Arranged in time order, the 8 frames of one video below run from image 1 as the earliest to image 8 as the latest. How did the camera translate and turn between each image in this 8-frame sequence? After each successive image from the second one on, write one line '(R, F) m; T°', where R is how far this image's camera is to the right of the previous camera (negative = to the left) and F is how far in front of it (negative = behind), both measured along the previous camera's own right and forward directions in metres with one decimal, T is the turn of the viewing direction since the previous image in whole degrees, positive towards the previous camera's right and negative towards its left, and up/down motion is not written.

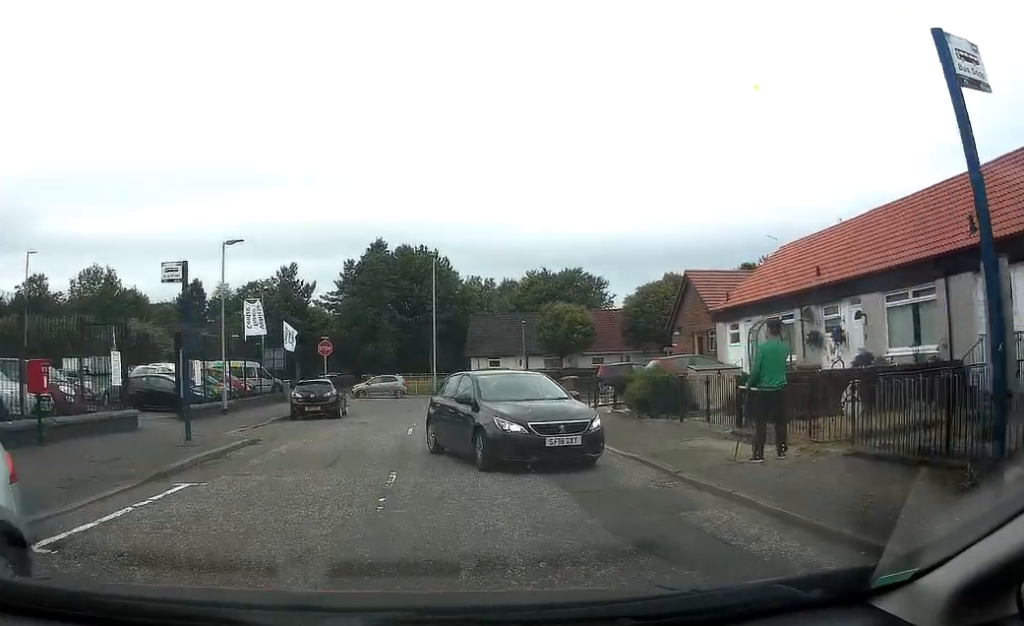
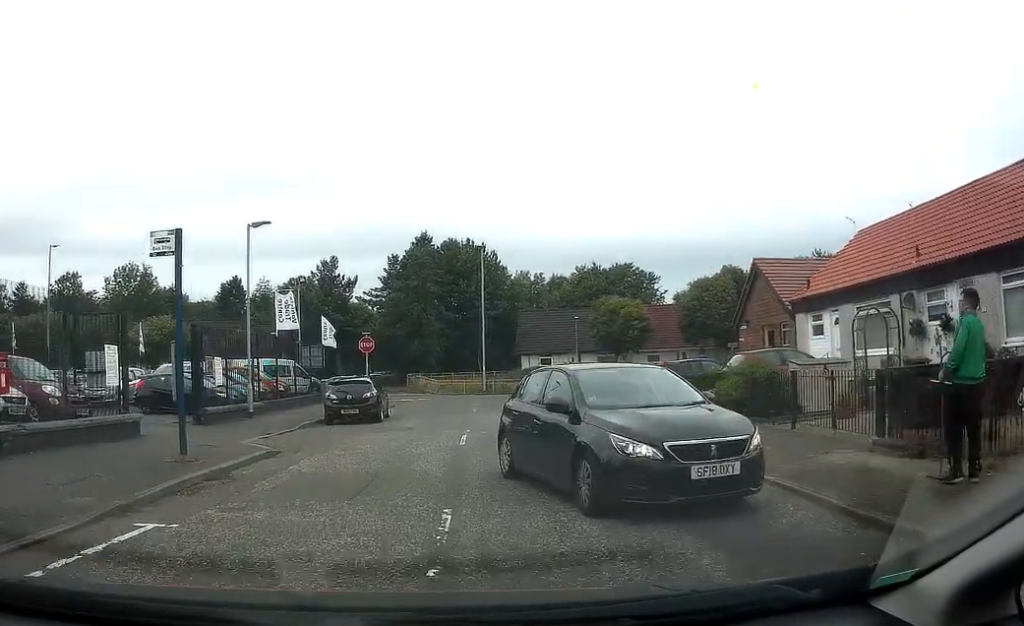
(-0.1, +3.0) m; -2°
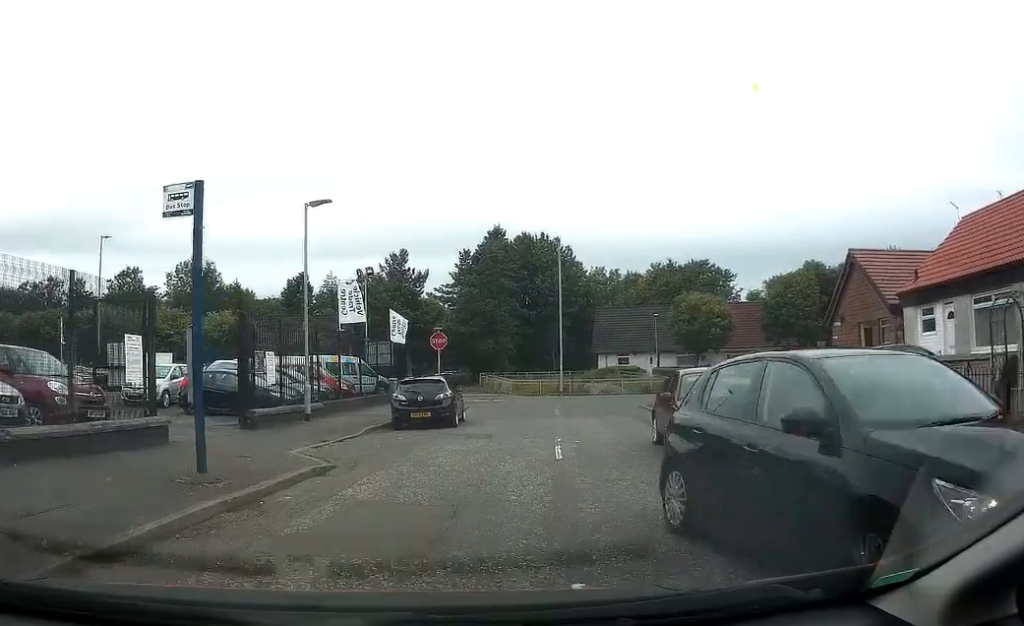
(+0.1, +2.5) m; -1°
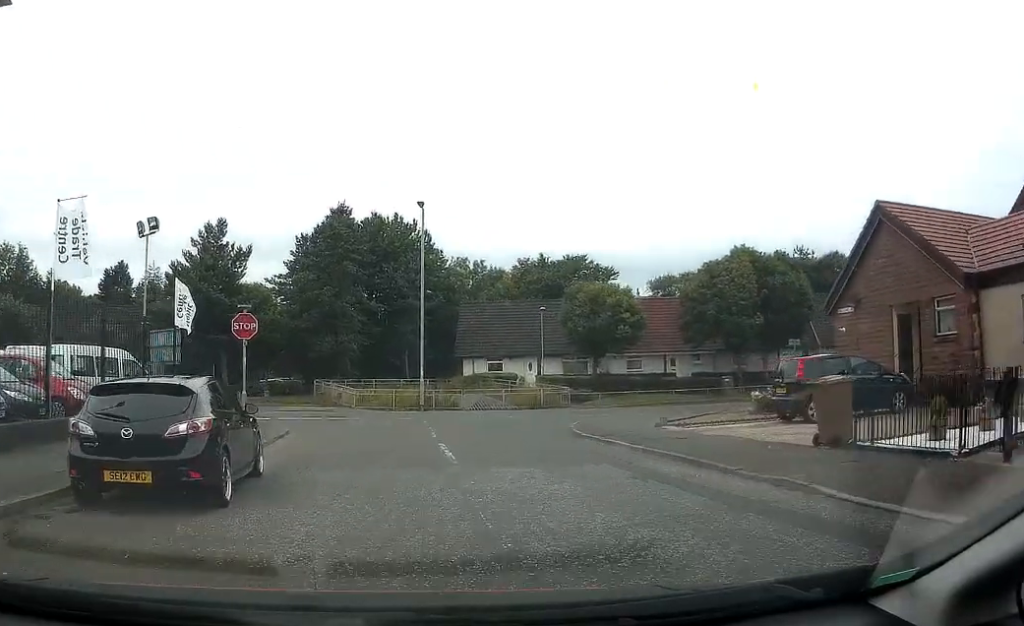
(+0.3, +11.6) m; +3°
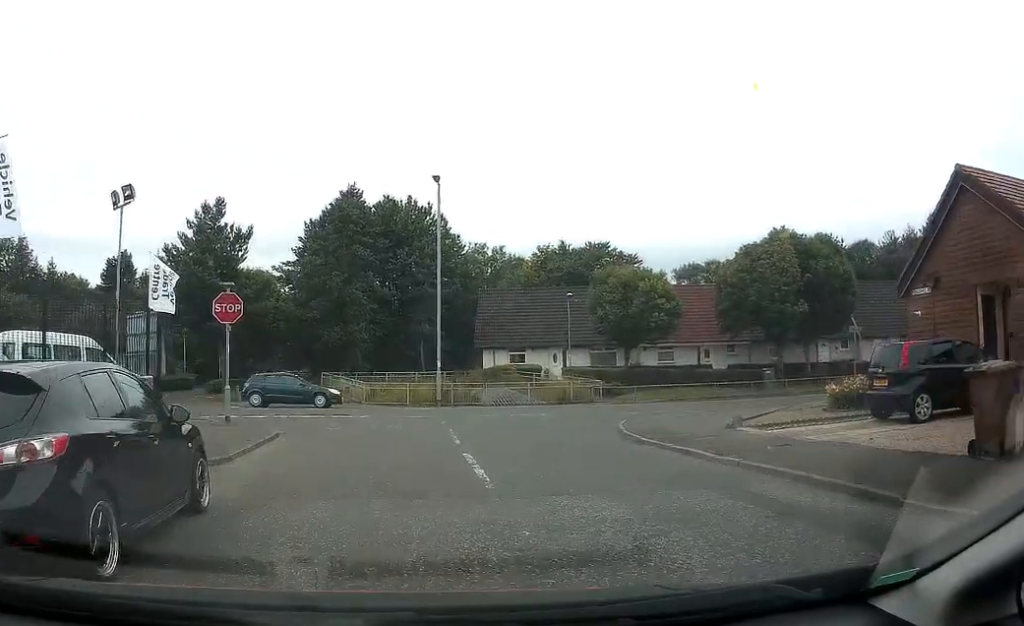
(-0.3, +3.3) m; 0°
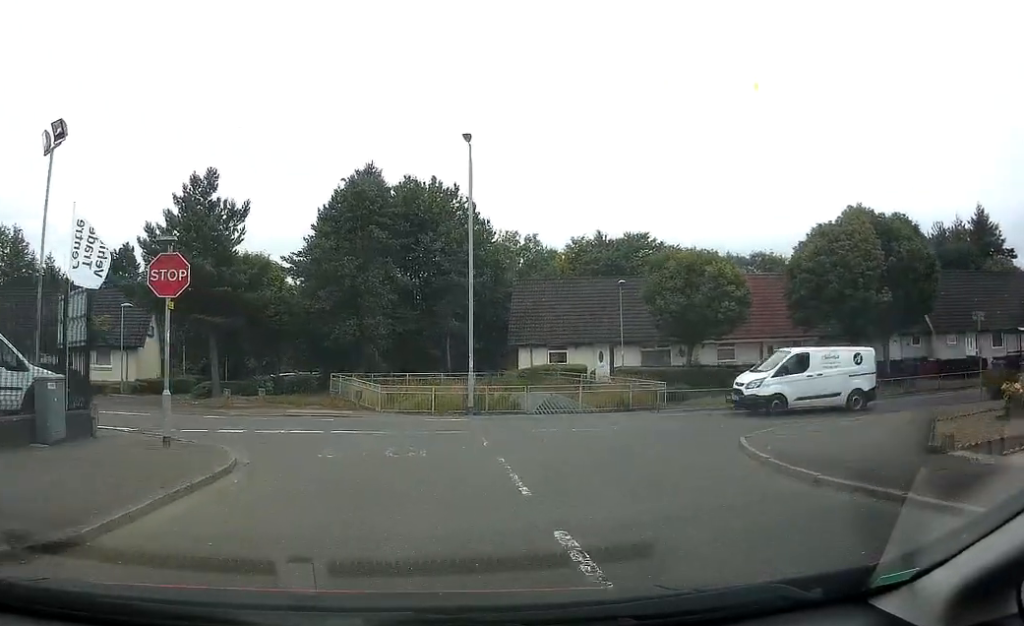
(+0.3, +6.2) m; 0°
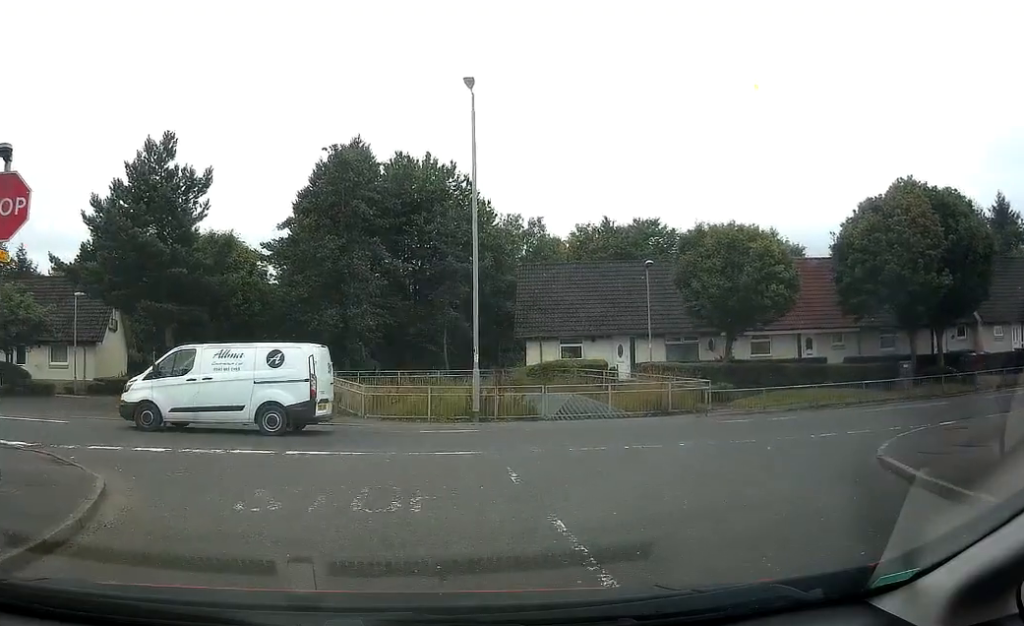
(-0.1, +5.3) m; 0°
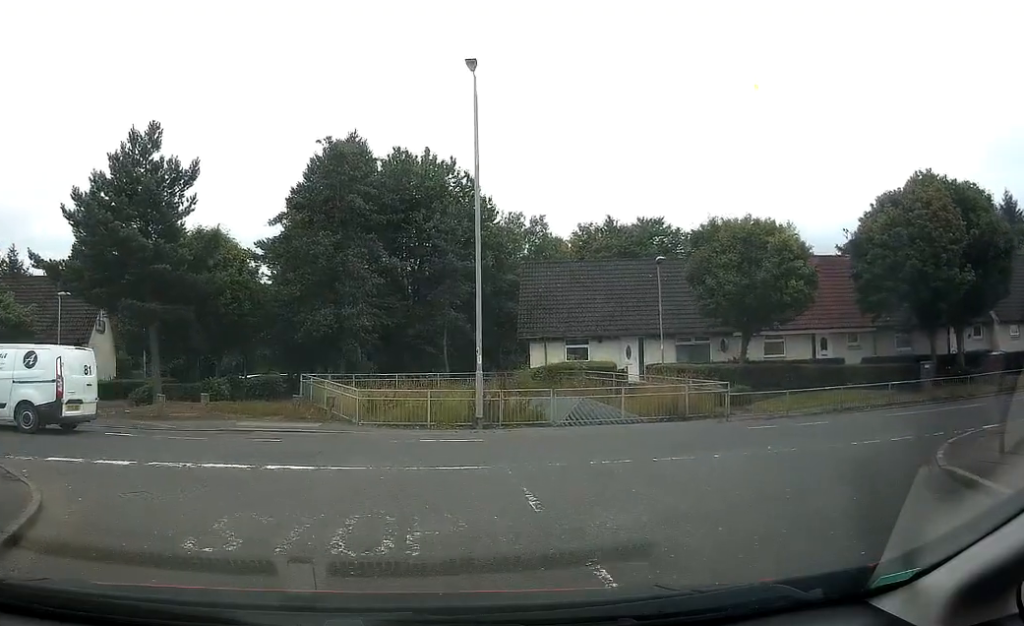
(+0.1, +1.8) m; +1°
